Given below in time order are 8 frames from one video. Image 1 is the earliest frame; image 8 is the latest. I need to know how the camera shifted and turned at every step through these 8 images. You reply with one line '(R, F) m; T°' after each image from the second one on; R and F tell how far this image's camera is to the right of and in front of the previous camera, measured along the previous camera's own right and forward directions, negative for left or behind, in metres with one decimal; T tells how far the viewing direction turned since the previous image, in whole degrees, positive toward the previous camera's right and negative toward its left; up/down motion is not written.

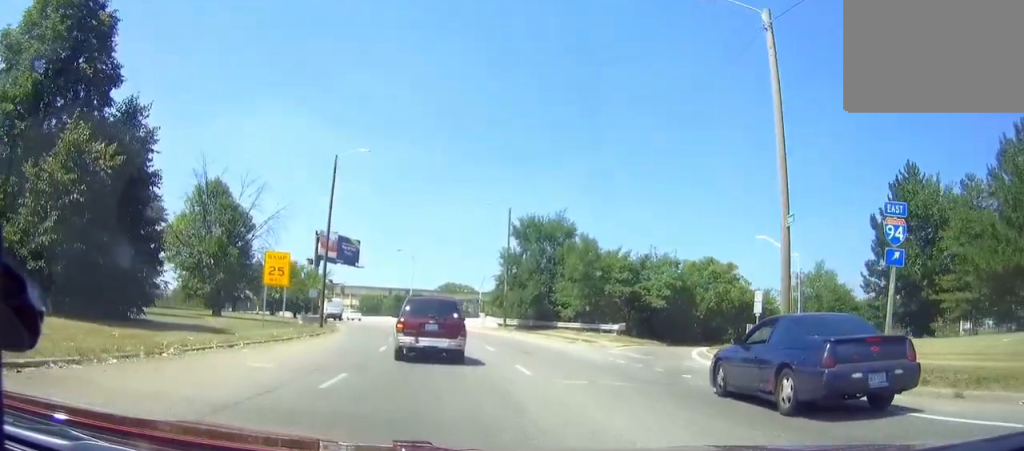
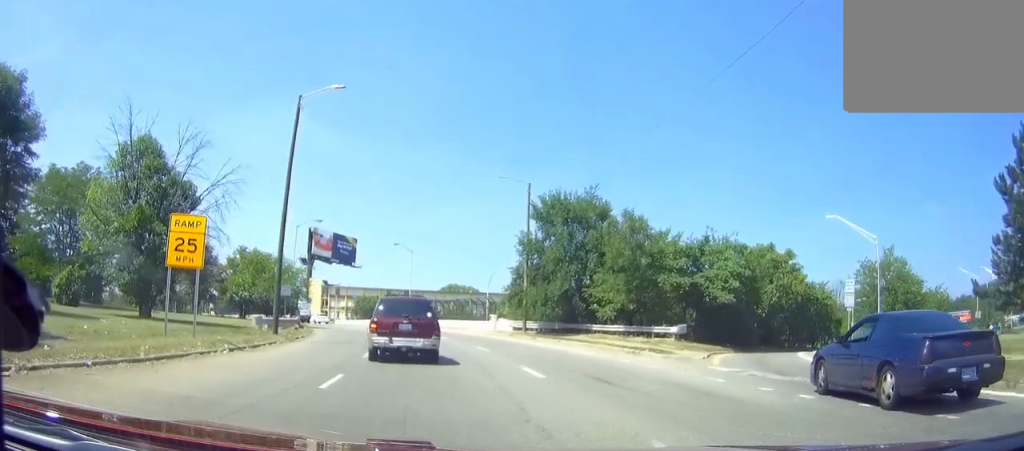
(0.0, +12.7) m; -2°
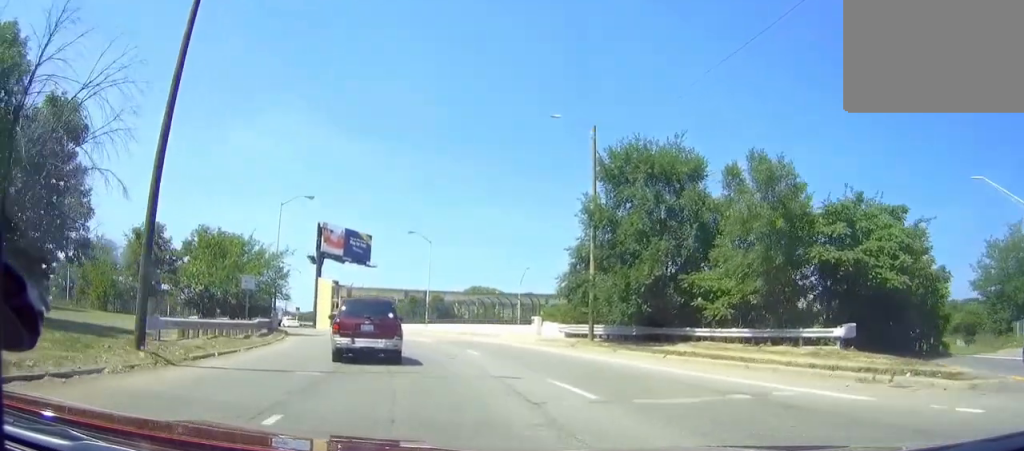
(-0.7, +16.0) m; -5°
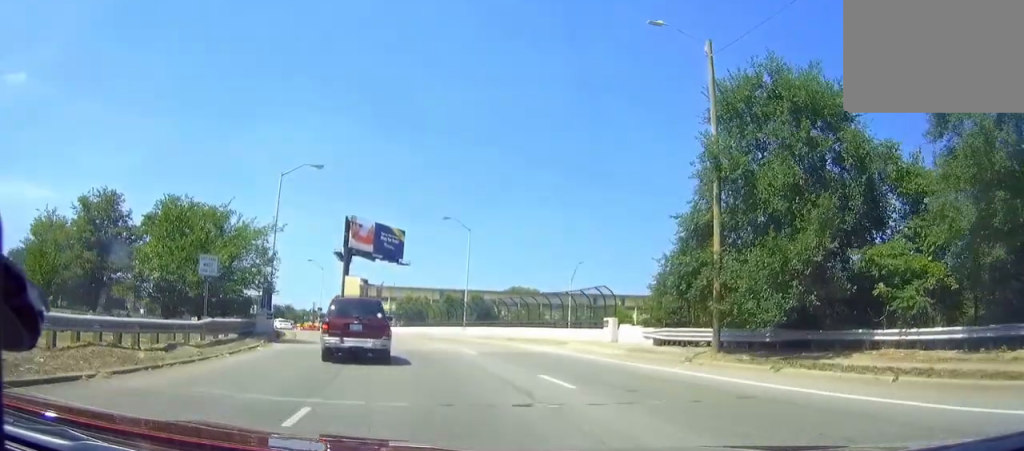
(-0.5, +12.0) m; -2°
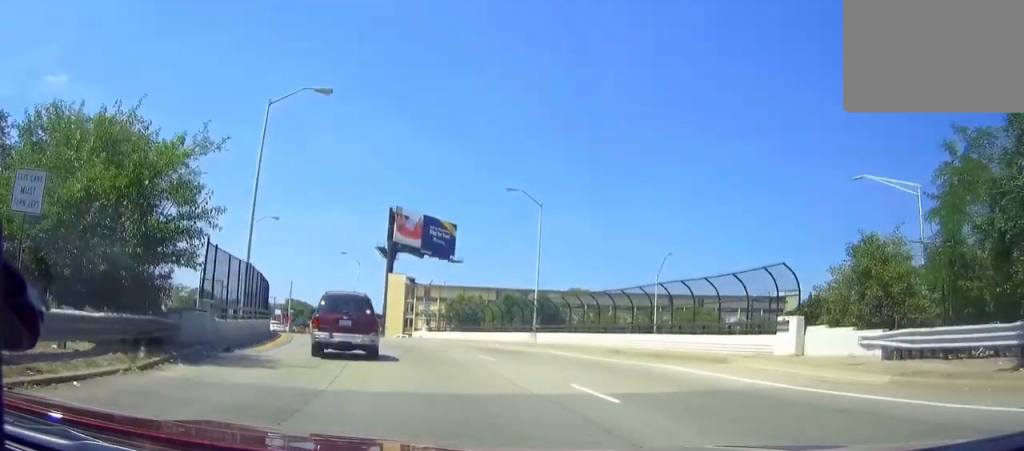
(0.0, +15.5) m; 0°
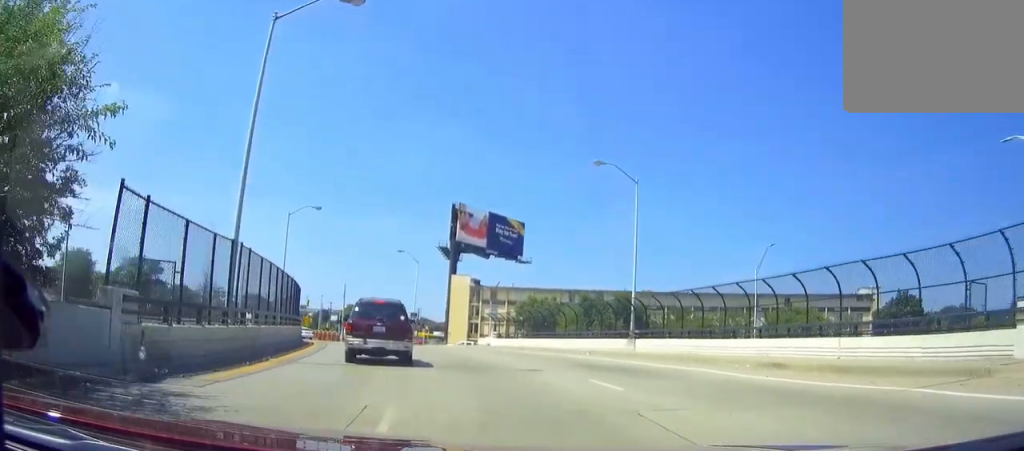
(0.0, +9.5) m; 0°
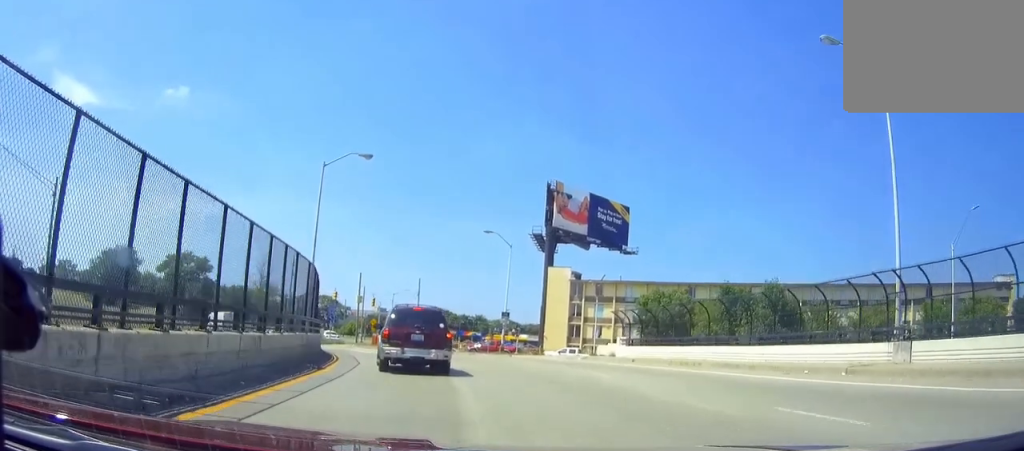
(0.0, +17.6) m; -4°
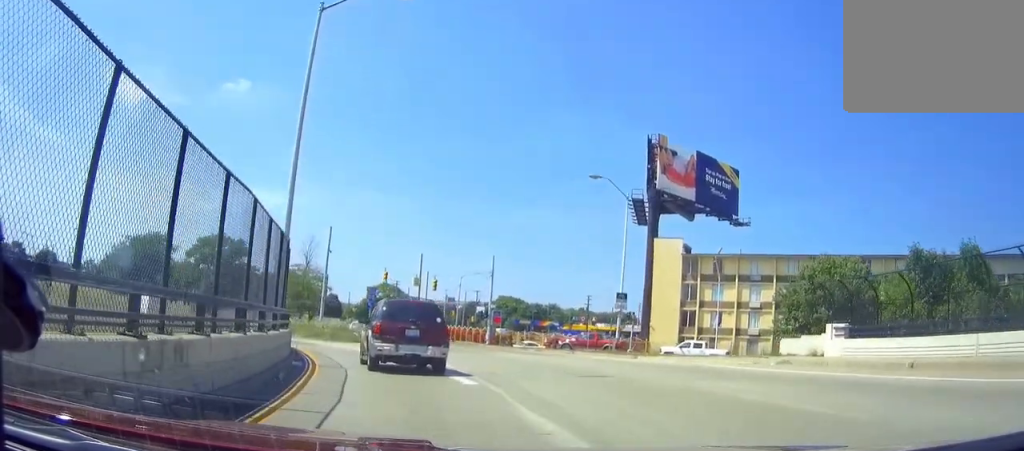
(-2.6, +17.6) m; -17°
